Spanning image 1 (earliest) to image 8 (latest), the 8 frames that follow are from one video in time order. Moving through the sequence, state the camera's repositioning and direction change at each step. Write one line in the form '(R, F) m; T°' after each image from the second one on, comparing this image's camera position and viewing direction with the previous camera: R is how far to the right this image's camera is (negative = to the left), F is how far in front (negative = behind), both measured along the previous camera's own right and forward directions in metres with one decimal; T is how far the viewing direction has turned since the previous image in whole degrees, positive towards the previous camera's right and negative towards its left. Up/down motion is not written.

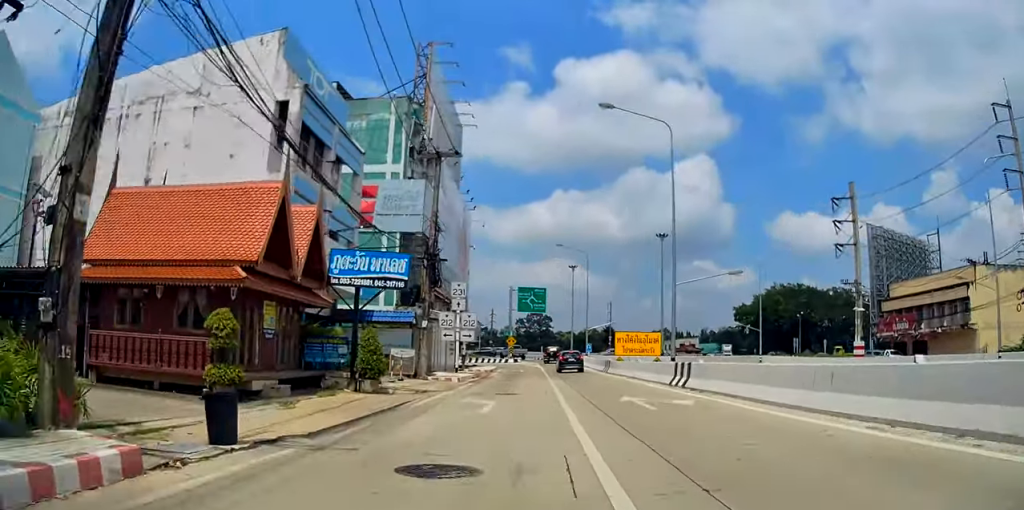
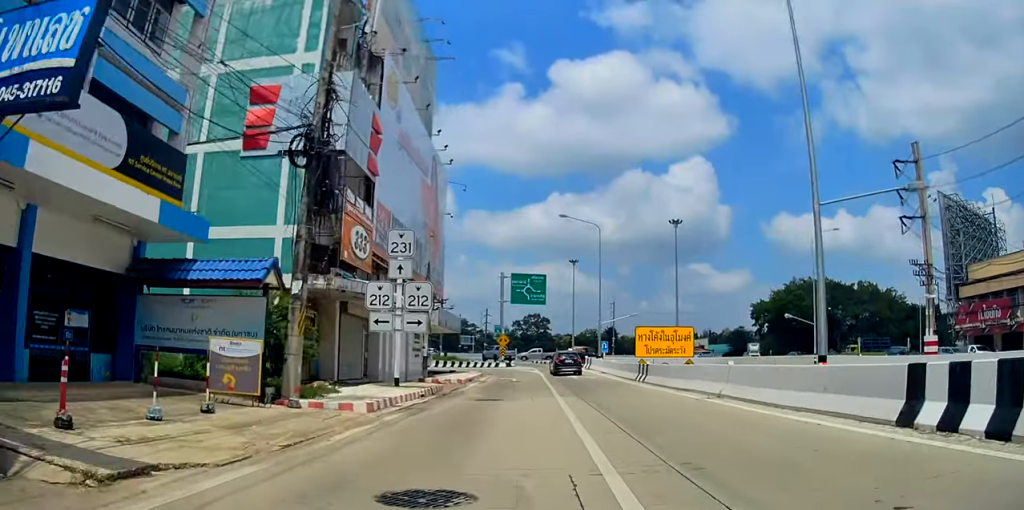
(+0.3, +14.7) m; +1°
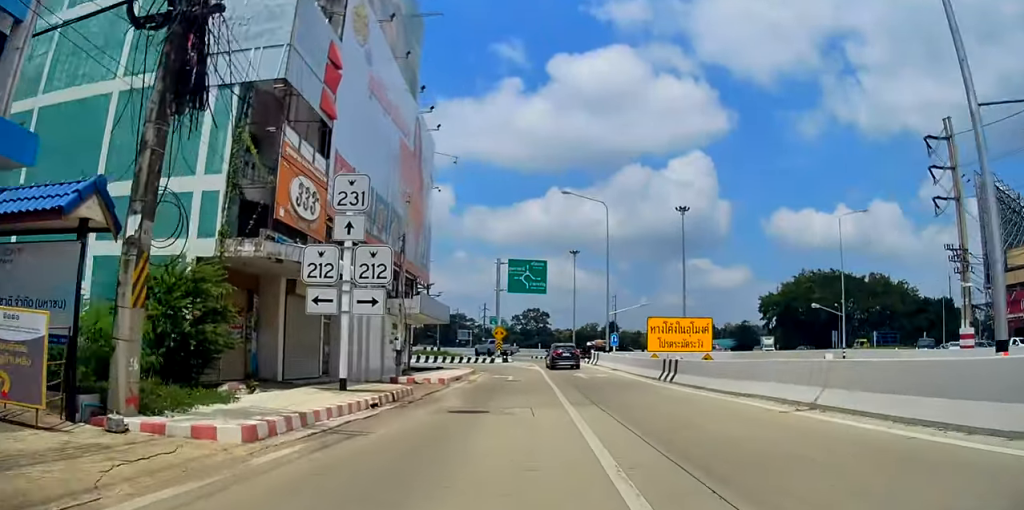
(0.0, +5.6) m; 0°
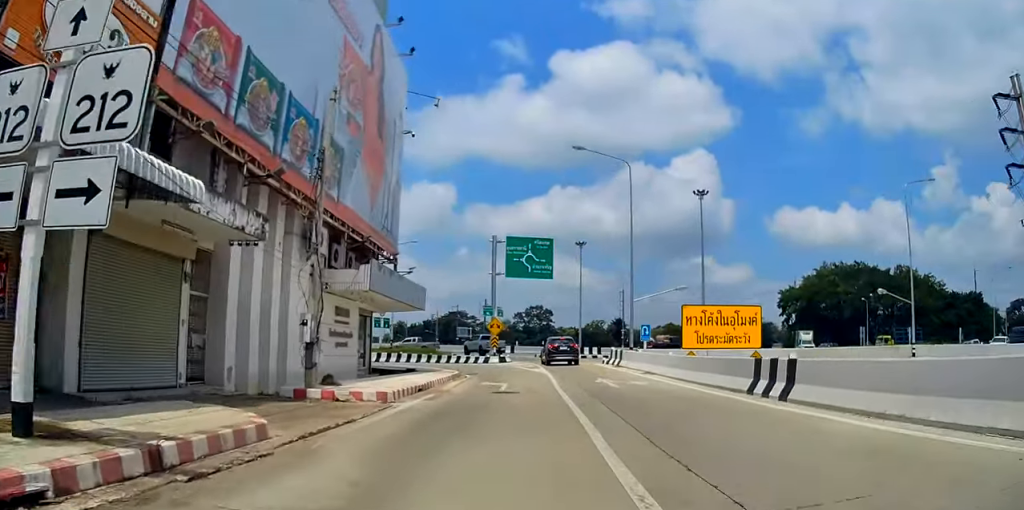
(-0.1, +9.9) m; 0°
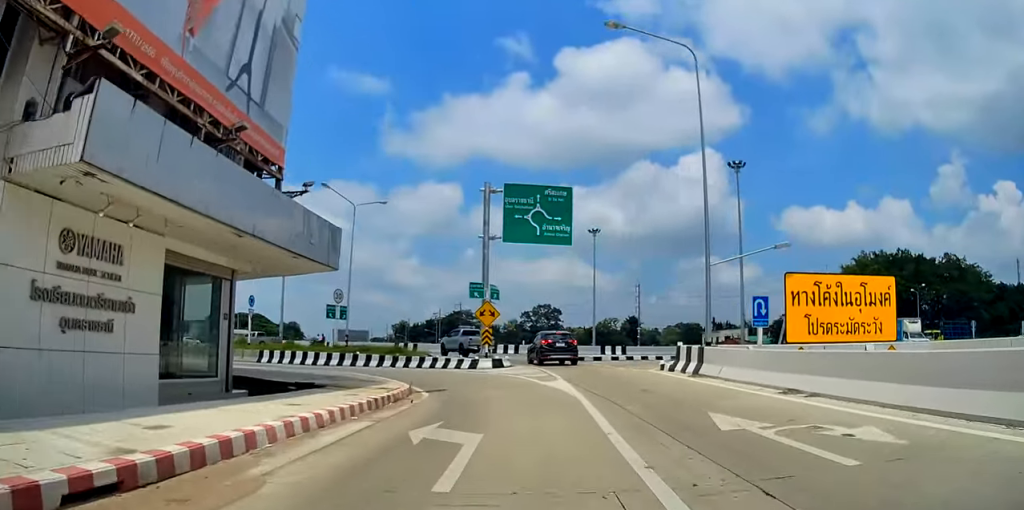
(+0.1, +15.4) m; 0°
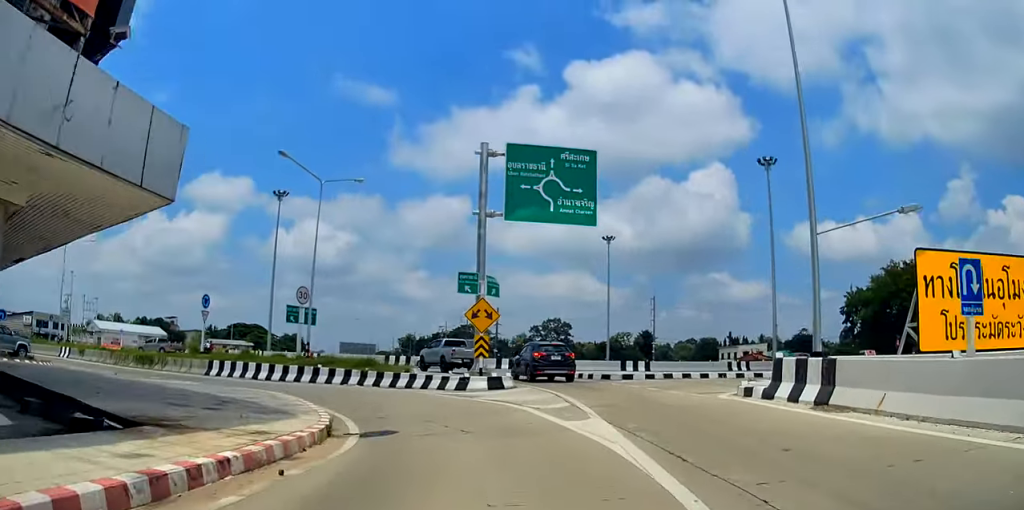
(-0.1, +8.7) m; -2°
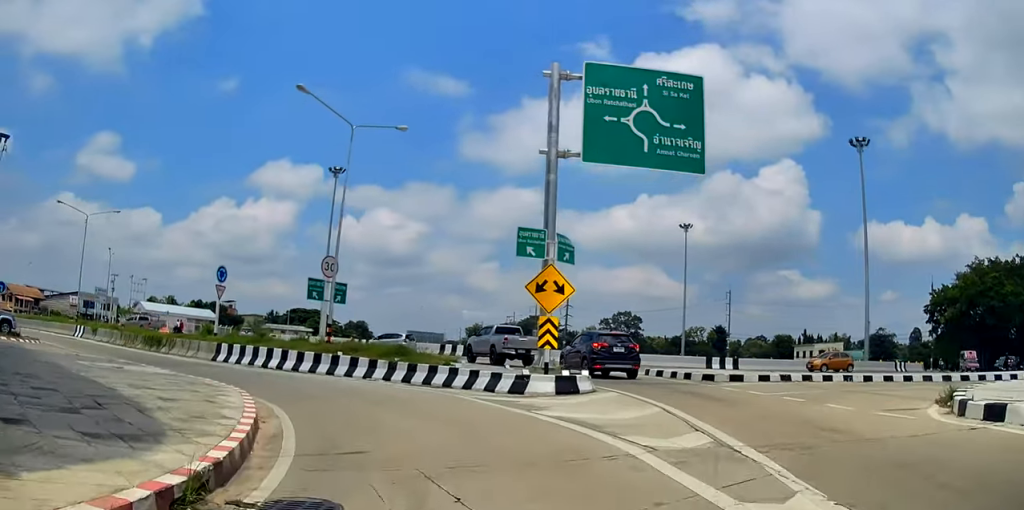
(-0.3, +6.5) m; -5°
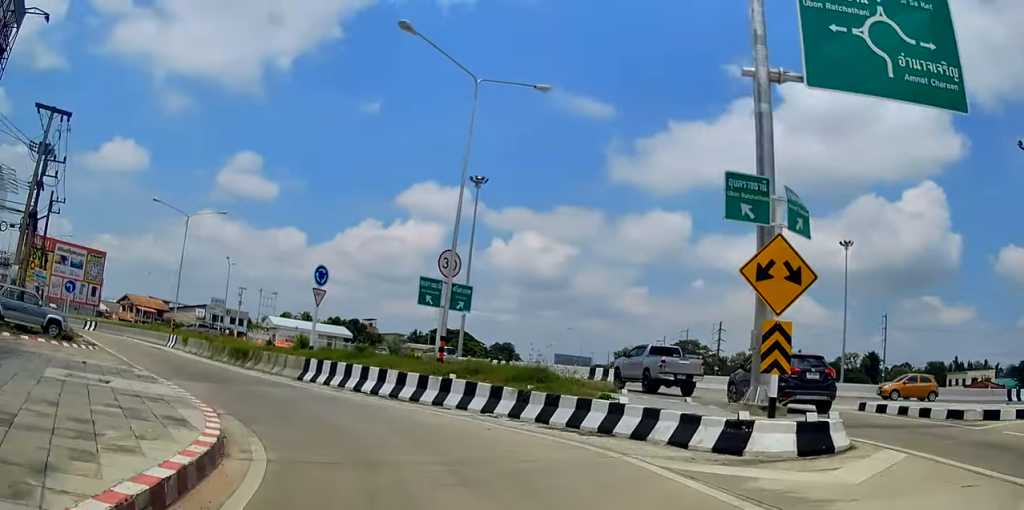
(-0.4, +6.7) m; -6°
